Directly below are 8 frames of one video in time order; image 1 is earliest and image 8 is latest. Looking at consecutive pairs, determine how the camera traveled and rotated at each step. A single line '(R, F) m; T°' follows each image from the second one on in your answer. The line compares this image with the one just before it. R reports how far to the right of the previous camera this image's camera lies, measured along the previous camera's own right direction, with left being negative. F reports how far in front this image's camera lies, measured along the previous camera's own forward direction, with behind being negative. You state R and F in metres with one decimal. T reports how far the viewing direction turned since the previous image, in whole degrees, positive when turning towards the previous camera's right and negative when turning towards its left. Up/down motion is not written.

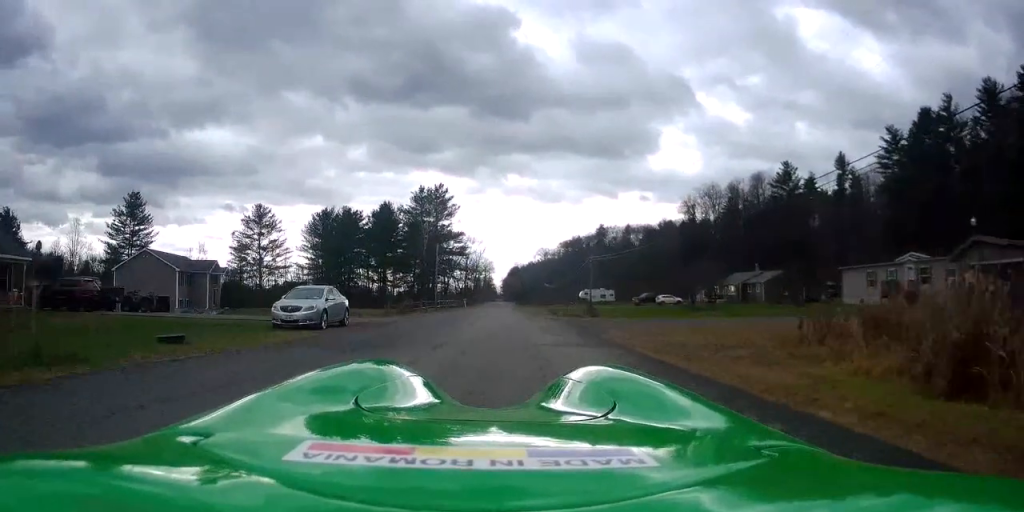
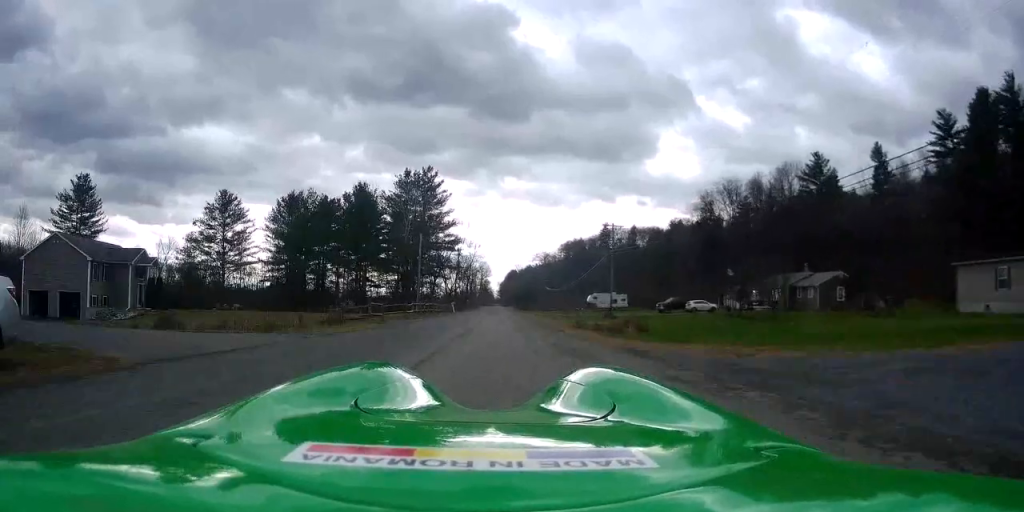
(+0.1, +17.2) m; -1°
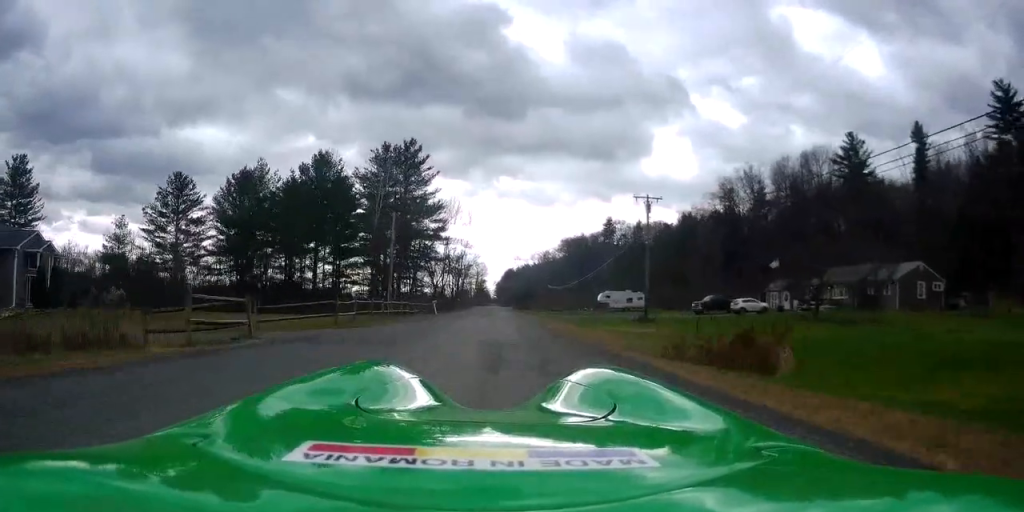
(-0.4, +16.5) m; -1°
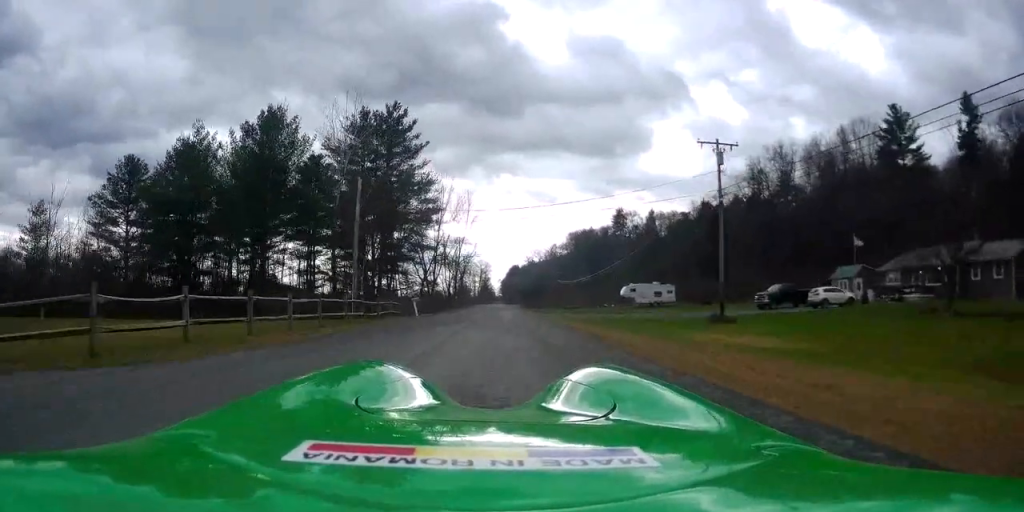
(+0.2, +15.9) m; 0°
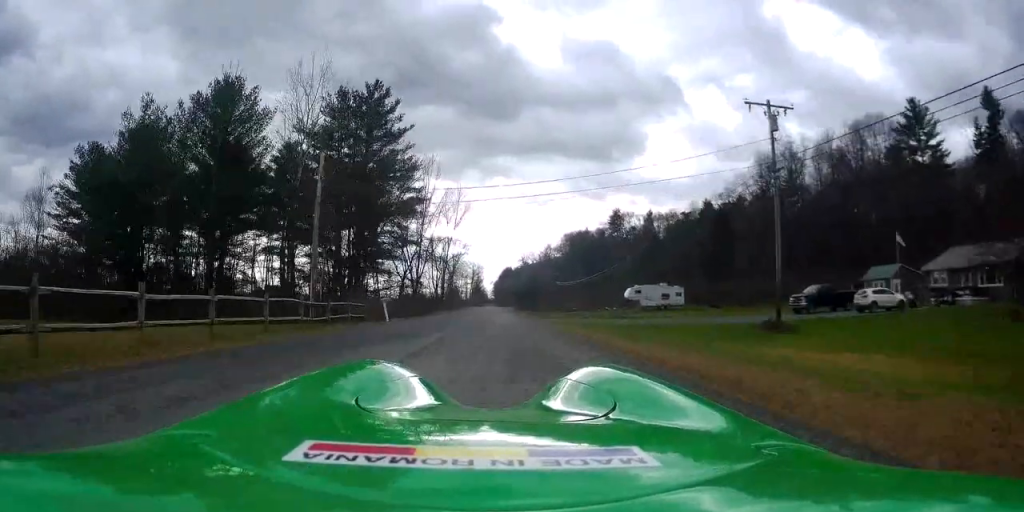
(0.0, +7.9) m; 0°
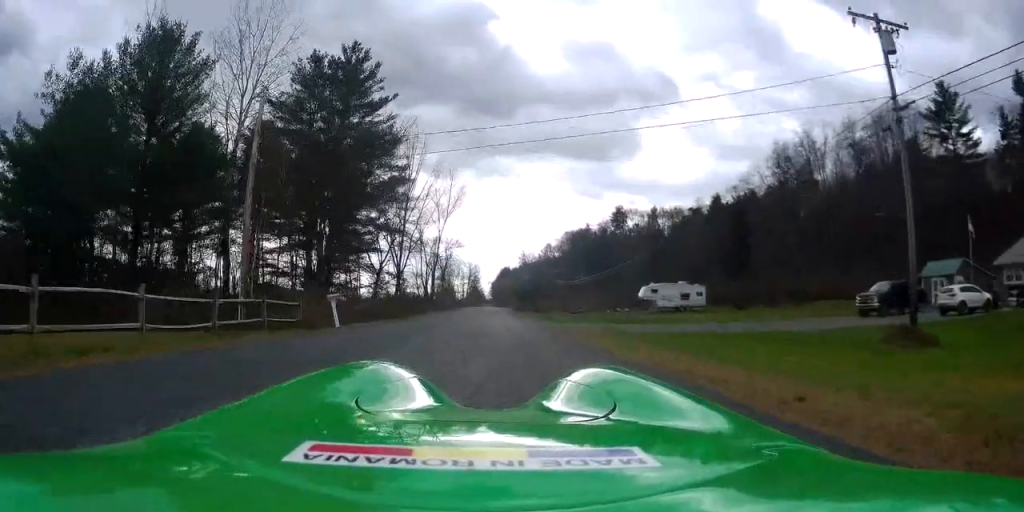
(-0.1, +9.8) m; 0°
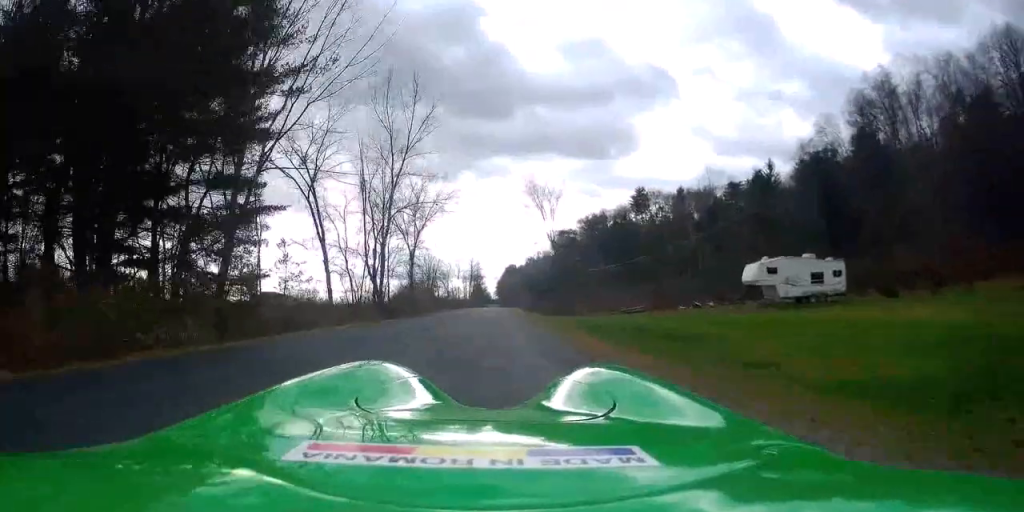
(+1.3, +30.7) m; +3°
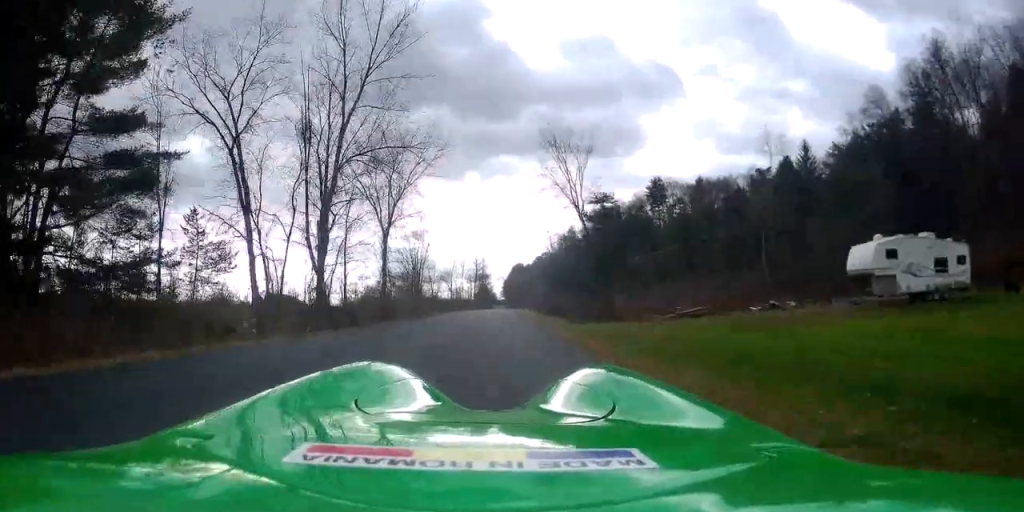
(-0.2, +13.6) m; -2°
